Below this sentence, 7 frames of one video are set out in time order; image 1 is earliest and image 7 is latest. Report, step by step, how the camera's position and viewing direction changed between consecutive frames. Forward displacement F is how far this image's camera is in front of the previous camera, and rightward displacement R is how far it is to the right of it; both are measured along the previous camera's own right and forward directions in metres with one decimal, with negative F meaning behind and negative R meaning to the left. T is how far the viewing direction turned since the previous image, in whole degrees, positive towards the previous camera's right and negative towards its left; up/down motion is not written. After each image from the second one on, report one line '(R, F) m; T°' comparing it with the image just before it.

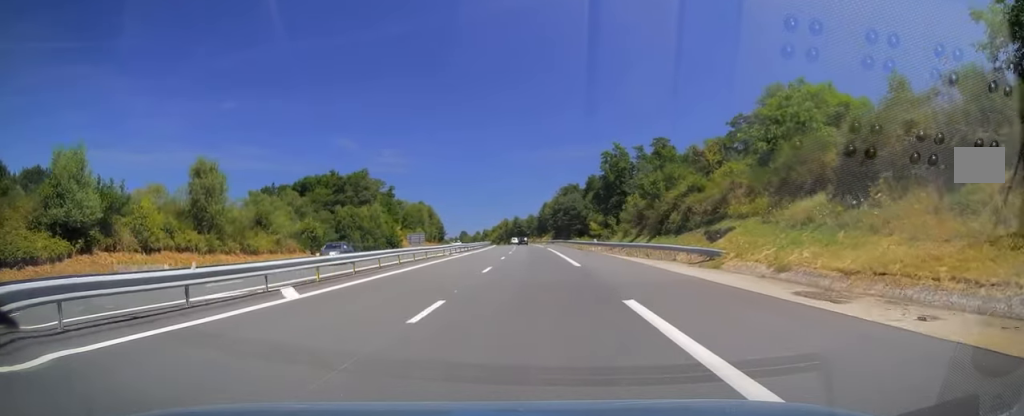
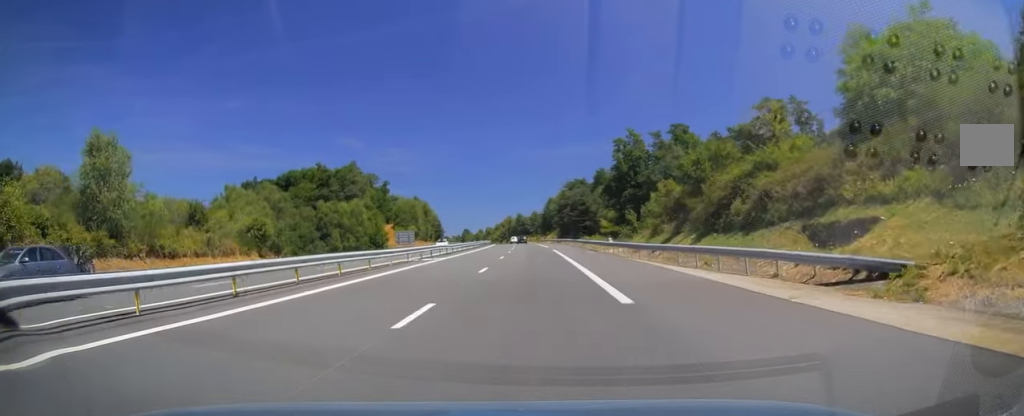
(+0.1, +13.7) m; 0°
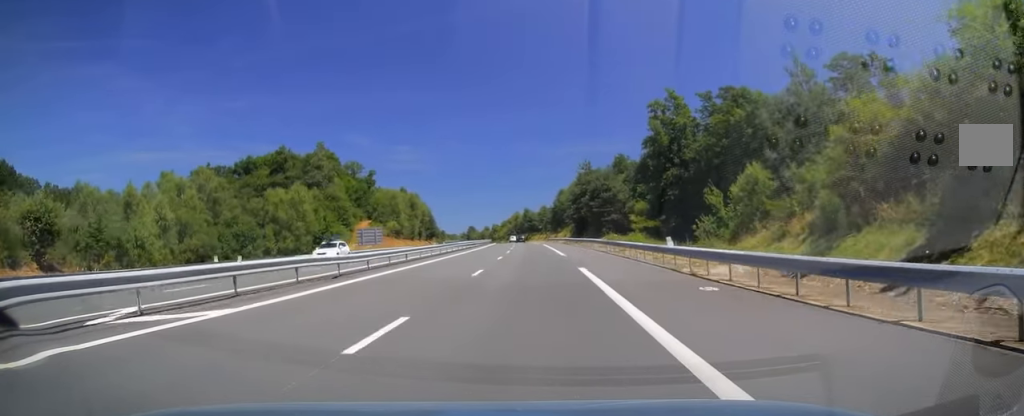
(-0.3, +27.9) m; -1°
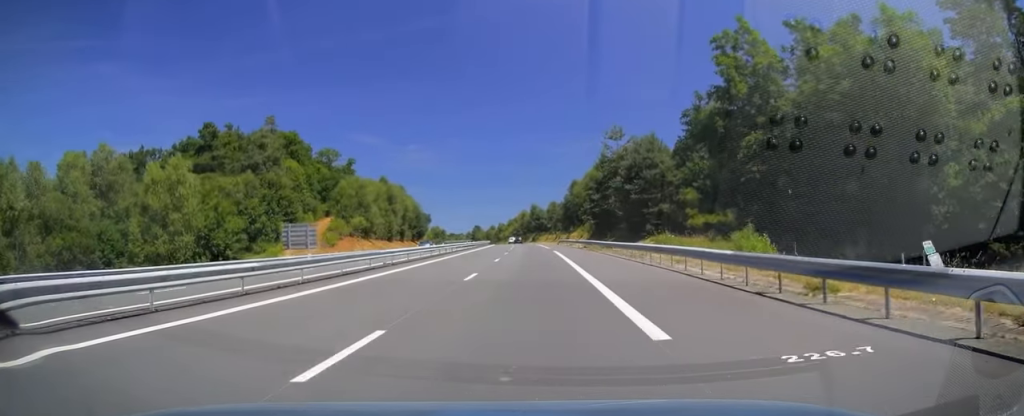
(-0.2, +27.5) m; 0°
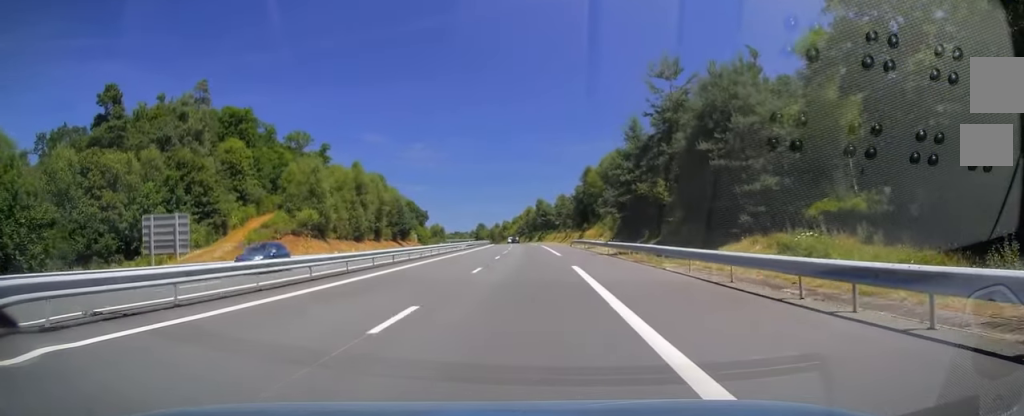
(0.0, +23.1) m; -1°
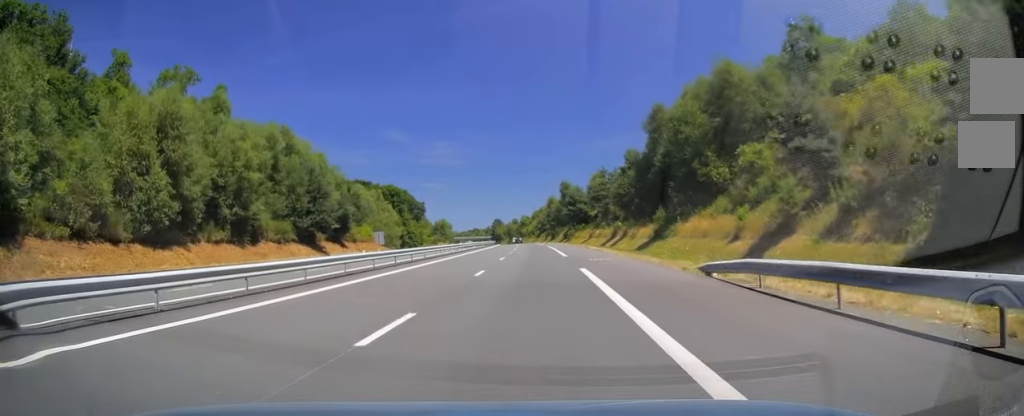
(-1.2, +53.2) m; -2°
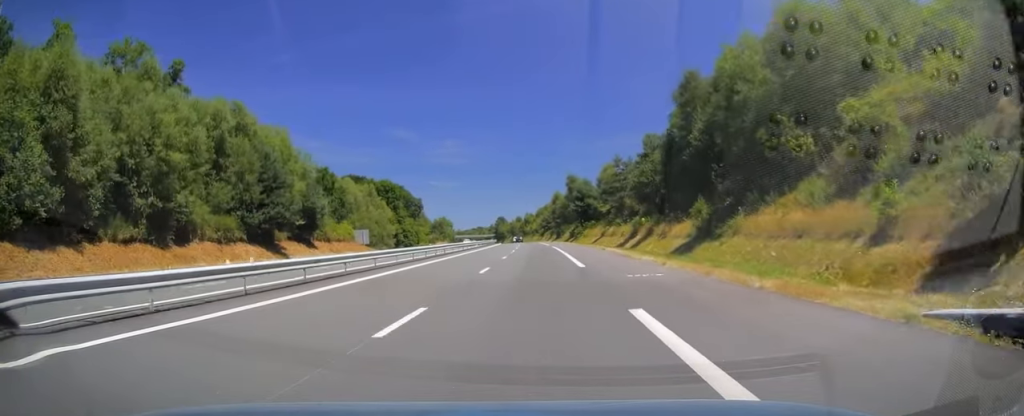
(-0.2, +12.3) m; 0°
